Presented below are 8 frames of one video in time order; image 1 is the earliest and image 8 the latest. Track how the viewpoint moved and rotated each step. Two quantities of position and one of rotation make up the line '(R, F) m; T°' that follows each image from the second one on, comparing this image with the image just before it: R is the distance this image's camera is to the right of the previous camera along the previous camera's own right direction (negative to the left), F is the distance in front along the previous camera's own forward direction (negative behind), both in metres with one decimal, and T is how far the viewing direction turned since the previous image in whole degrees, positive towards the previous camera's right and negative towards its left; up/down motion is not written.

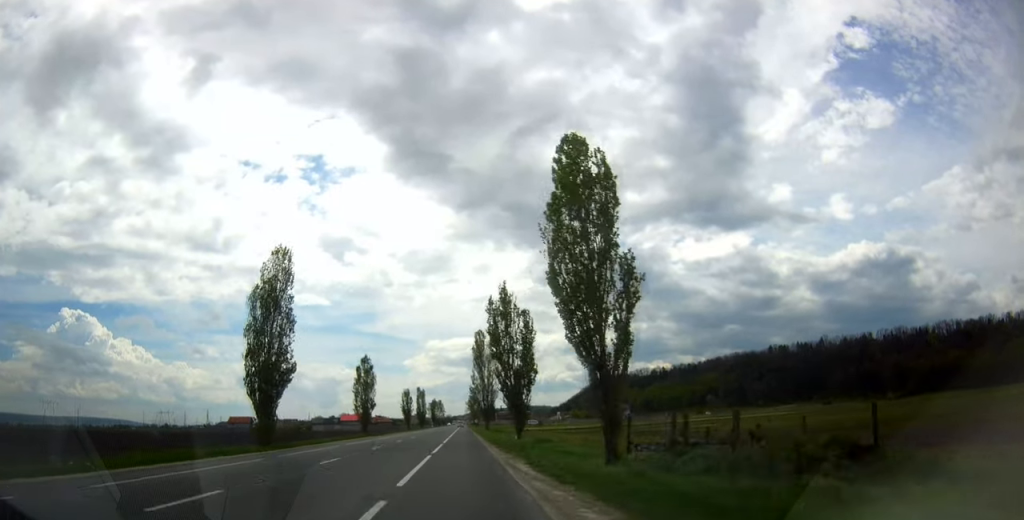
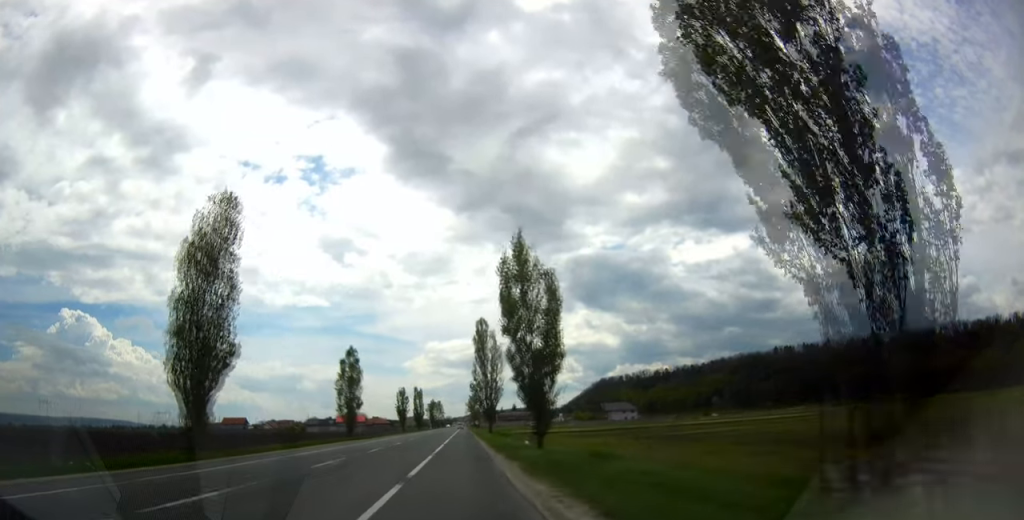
(-0.1, +11.3) m; 0°
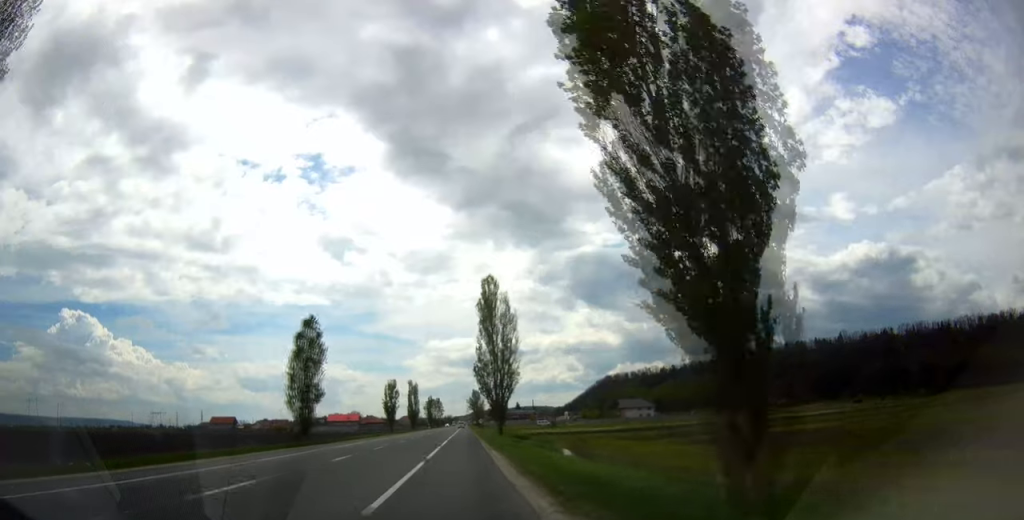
(-0.4, +21.5) m; -1°
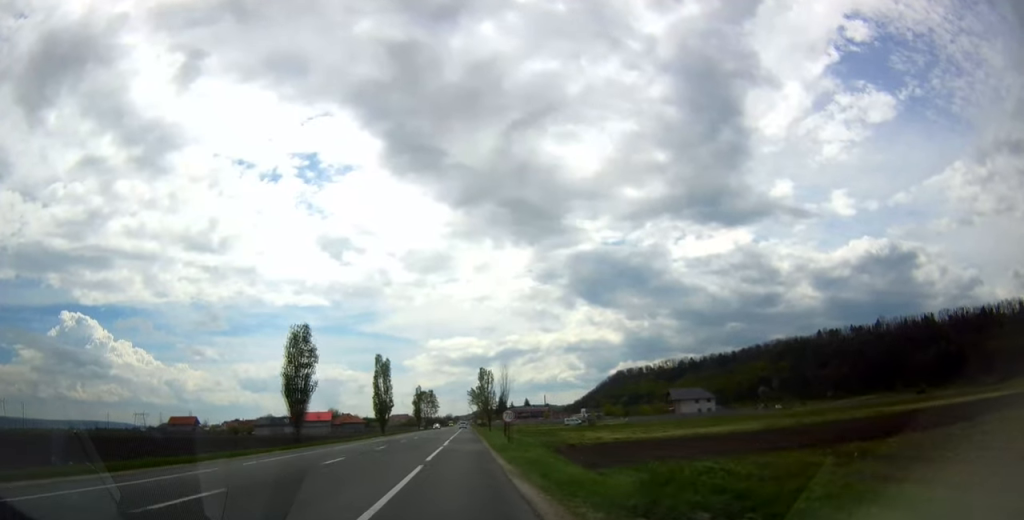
(+0.7, +61.3) m; +1°
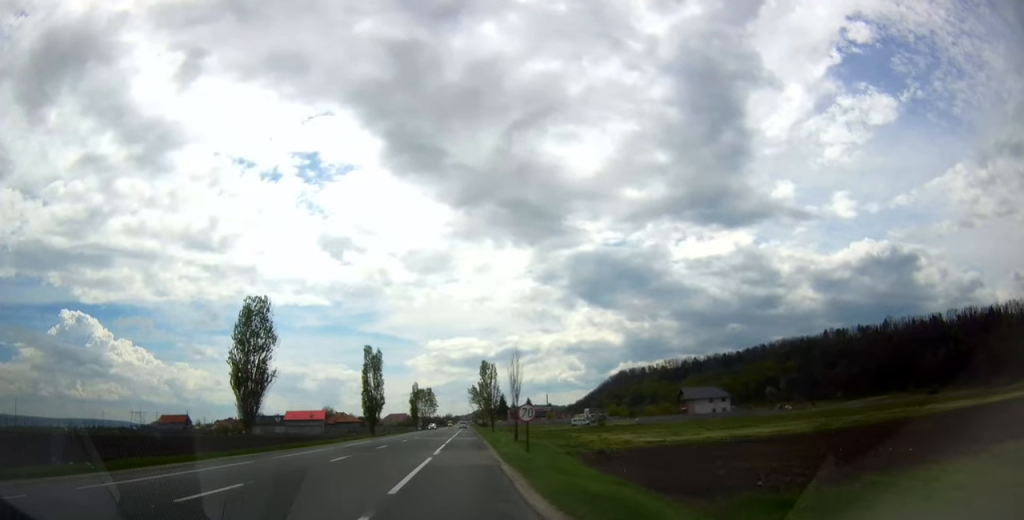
(+0.2, +11.1) m; 0°
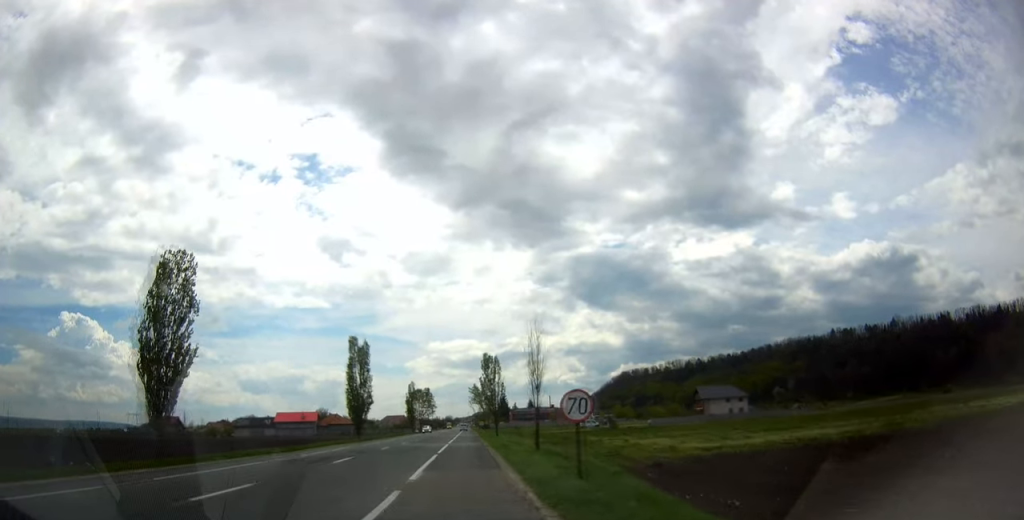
(-0.3, +11.8) m; 0°
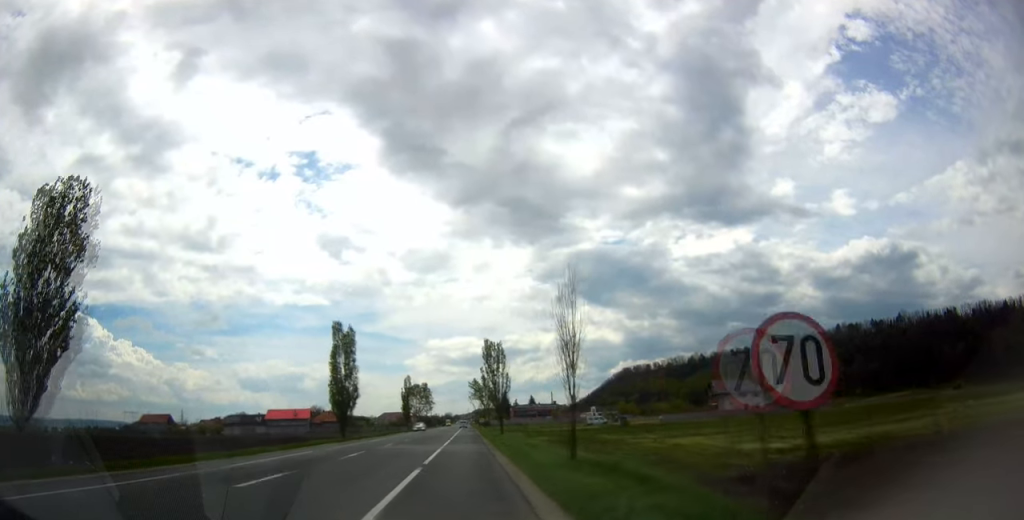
(-0.1, +9.4) m; 0°
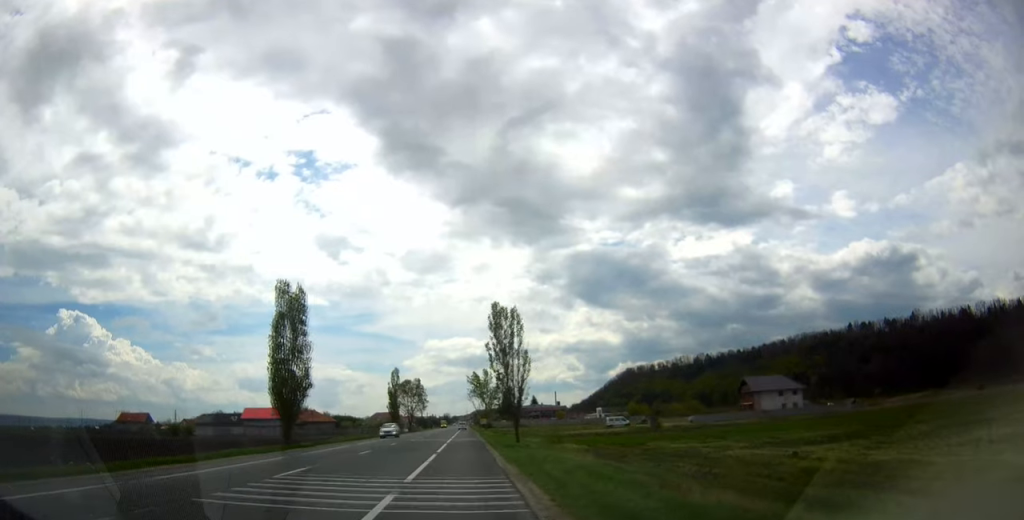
(+0.4, +20.8) m; 0°
